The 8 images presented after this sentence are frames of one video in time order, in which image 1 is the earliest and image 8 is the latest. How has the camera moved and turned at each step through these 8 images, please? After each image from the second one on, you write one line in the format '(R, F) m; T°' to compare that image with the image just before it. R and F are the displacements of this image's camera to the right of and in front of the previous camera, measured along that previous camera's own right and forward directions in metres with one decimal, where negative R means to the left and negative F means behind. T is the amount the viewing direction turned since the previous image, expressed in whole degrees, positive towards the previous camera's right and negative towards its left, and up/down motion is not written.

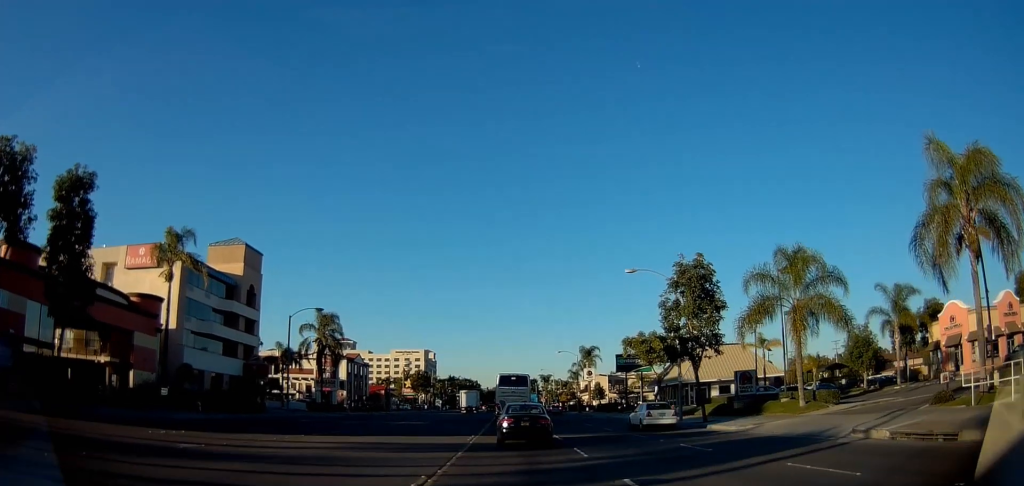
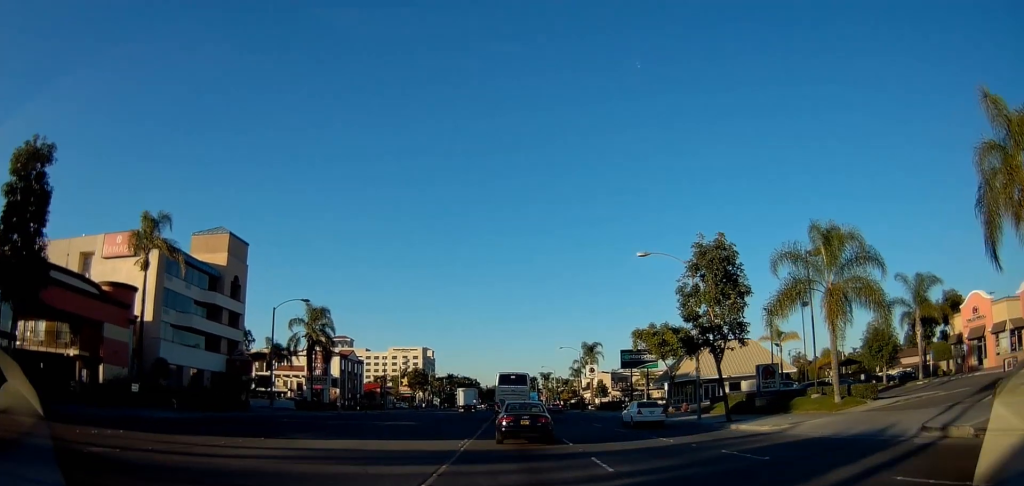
(0.0, +3.7) m; 0°
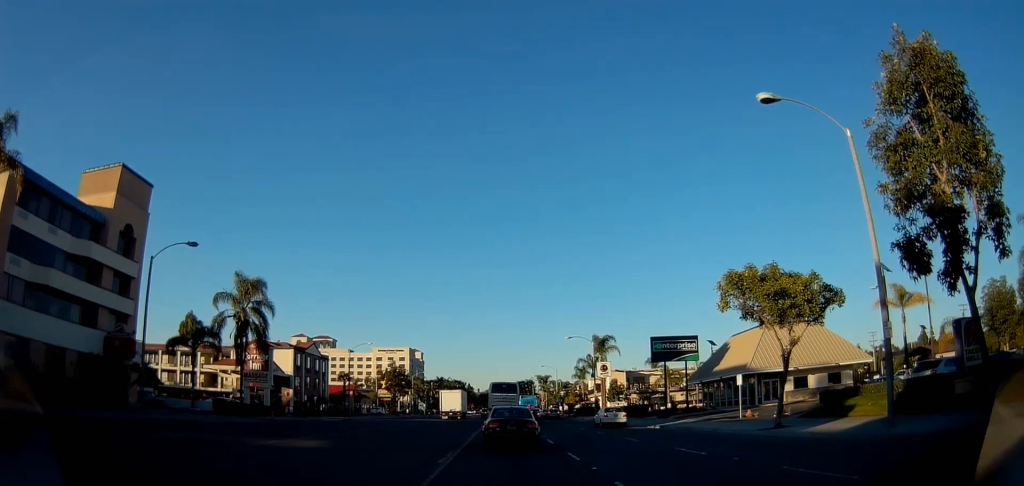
(-1.2, +18.3) m; -6°
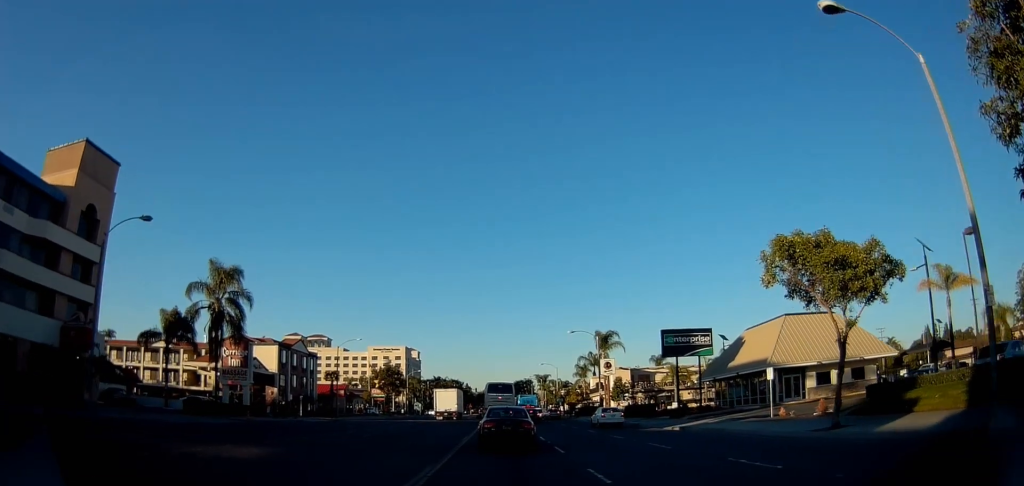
(+0.1, +4.2) m; +2°
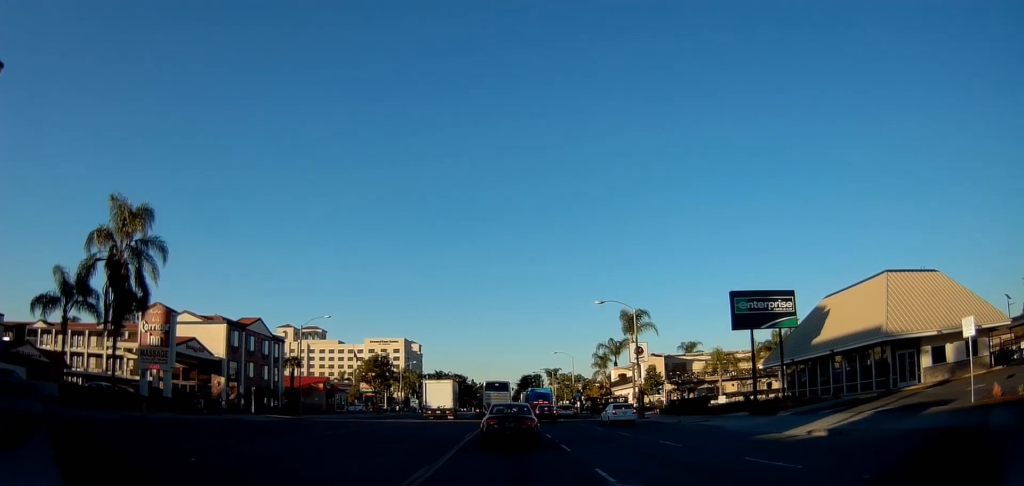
(+0.9, +14.5) m; +4°
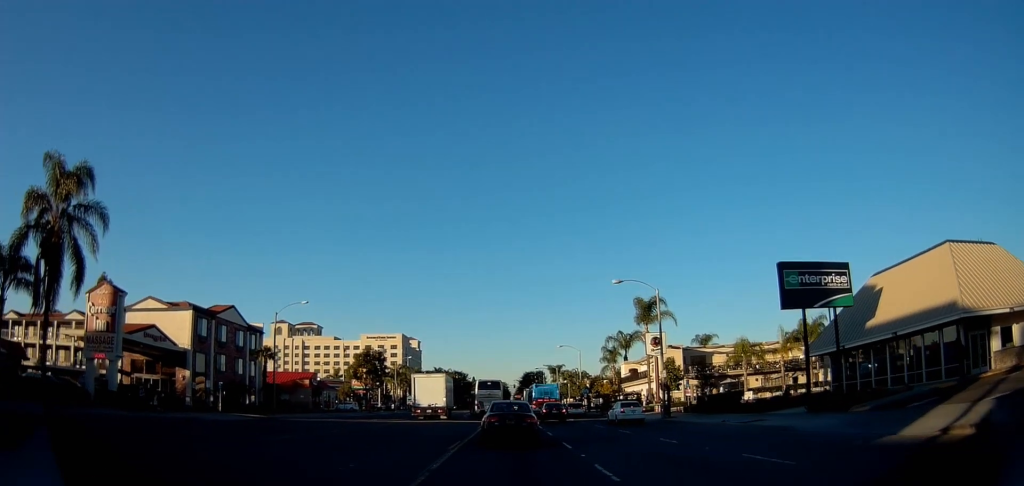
(0.0, +6.9) m; 0°
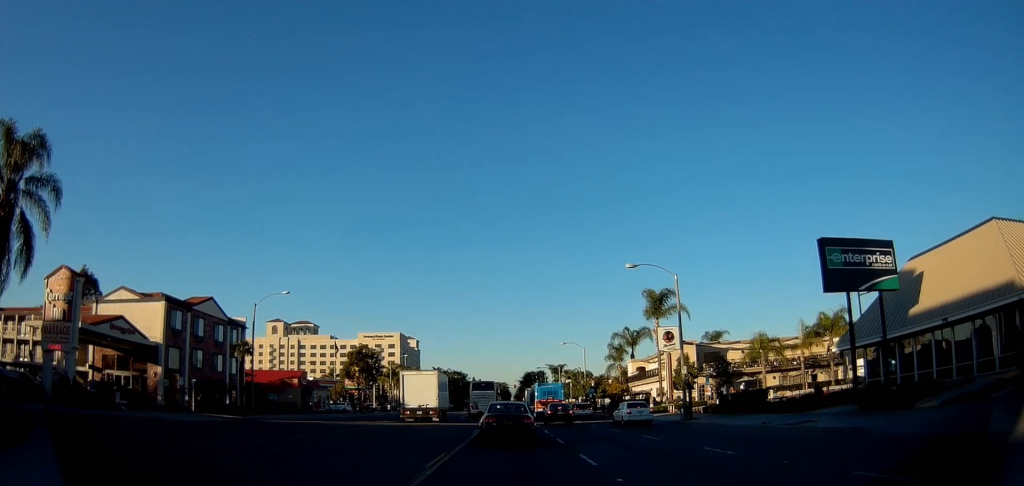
(0.0, +4.5) m; 0°
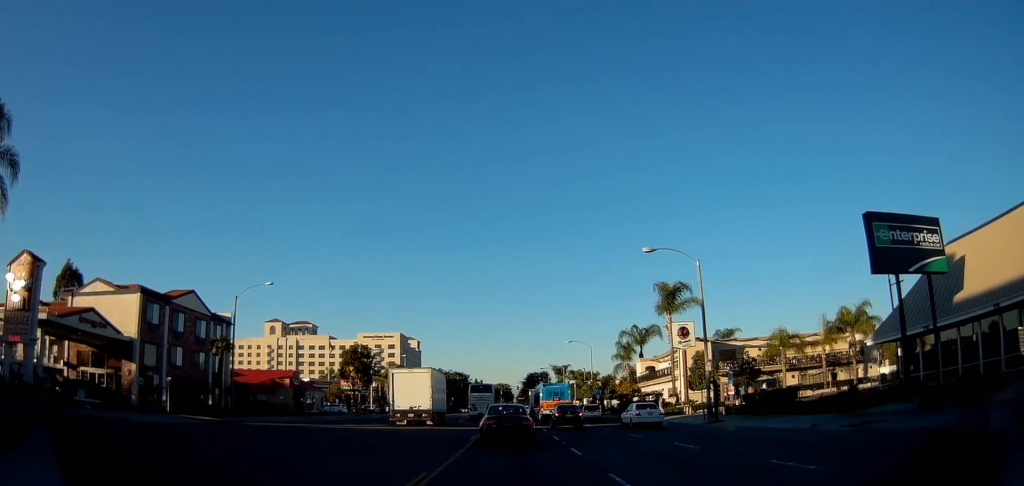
(0.0, +4.0) m; 0°
